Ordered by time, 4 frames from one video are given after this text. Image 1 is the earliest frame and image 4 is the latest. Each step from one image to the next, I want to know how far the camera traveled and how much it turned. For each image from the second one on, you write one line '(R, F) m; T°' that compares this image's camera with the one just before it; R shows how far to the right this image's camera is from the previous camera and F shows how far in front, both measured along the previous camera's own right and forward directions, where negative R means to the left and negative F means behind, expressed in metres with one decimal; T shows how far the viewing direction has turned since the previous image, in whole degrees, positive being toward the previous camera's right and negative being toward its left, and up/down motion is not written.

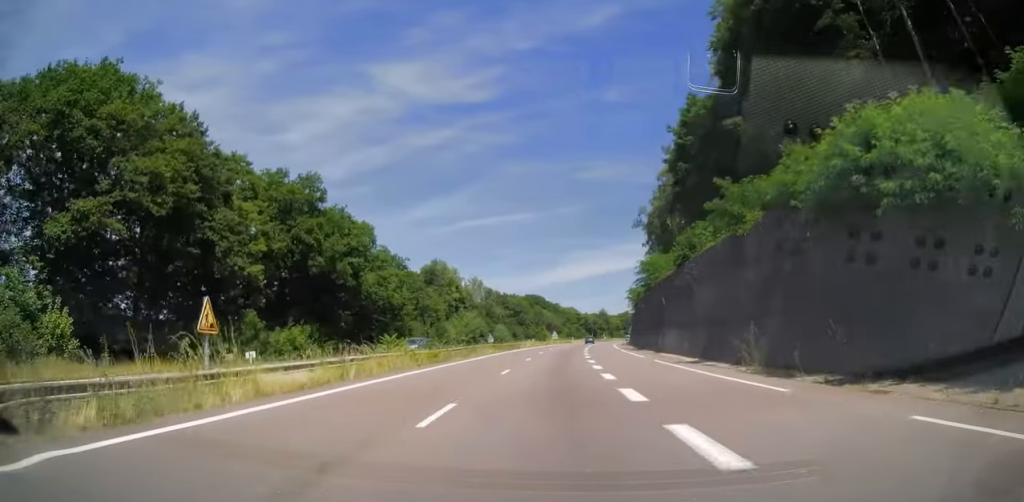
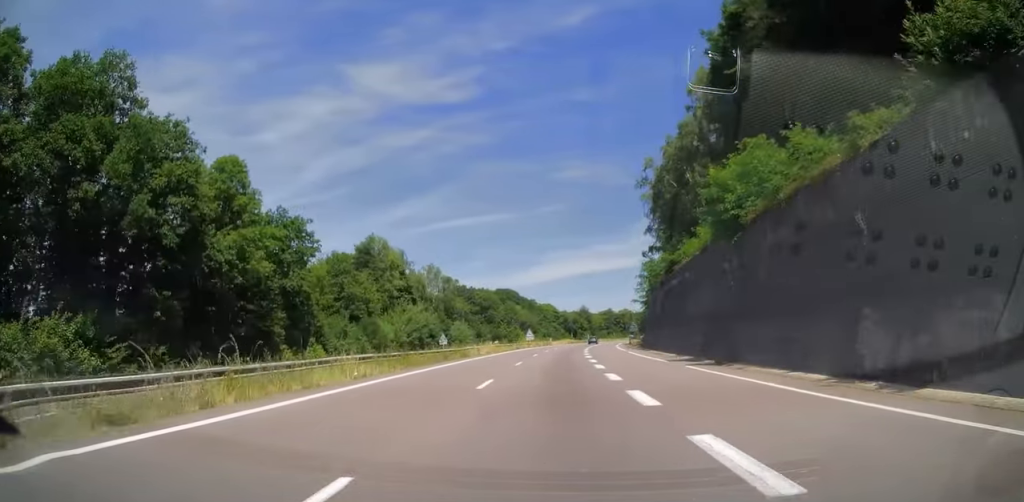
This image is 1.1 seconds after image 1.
(+0.4, +33.3) m; +2°
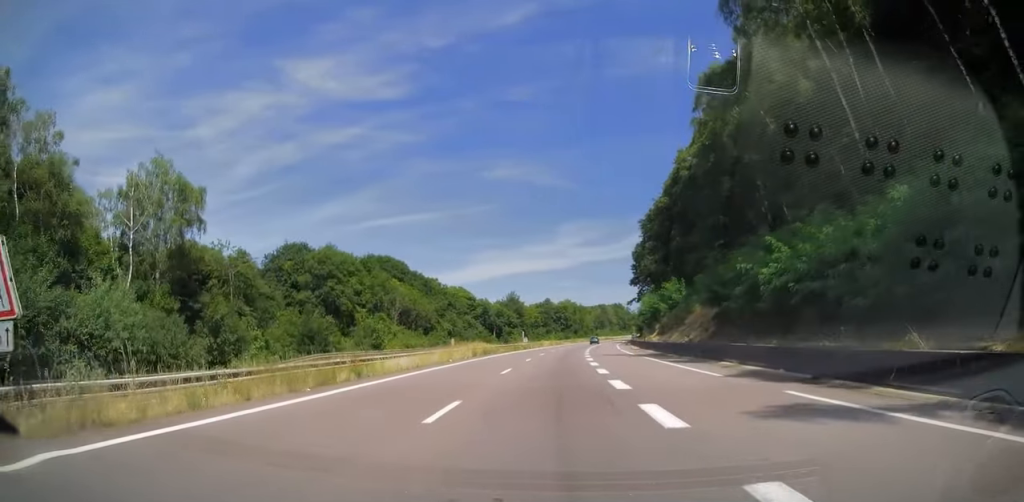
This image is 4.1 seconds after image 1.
(+5.4, +86.1) m; +7°
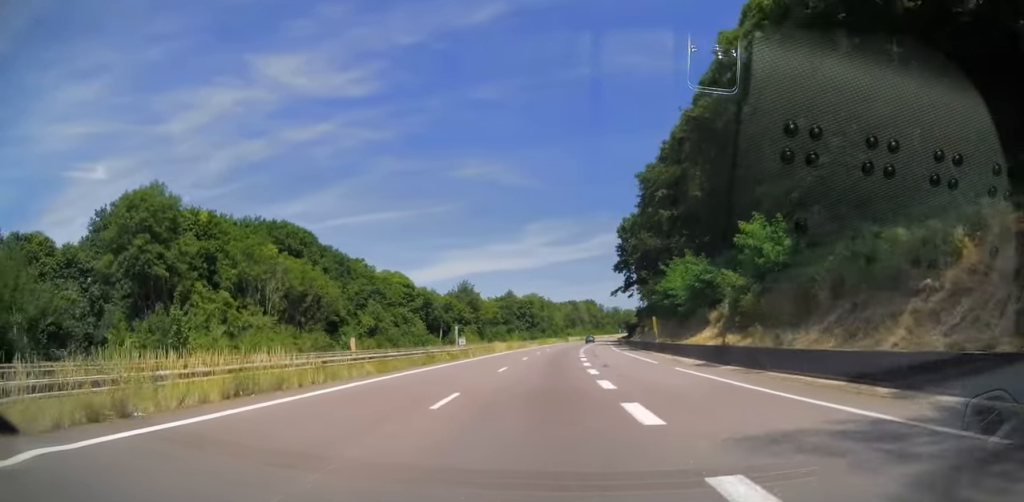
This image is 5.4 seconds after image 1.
(+0.9, +38.6) m; +3°
